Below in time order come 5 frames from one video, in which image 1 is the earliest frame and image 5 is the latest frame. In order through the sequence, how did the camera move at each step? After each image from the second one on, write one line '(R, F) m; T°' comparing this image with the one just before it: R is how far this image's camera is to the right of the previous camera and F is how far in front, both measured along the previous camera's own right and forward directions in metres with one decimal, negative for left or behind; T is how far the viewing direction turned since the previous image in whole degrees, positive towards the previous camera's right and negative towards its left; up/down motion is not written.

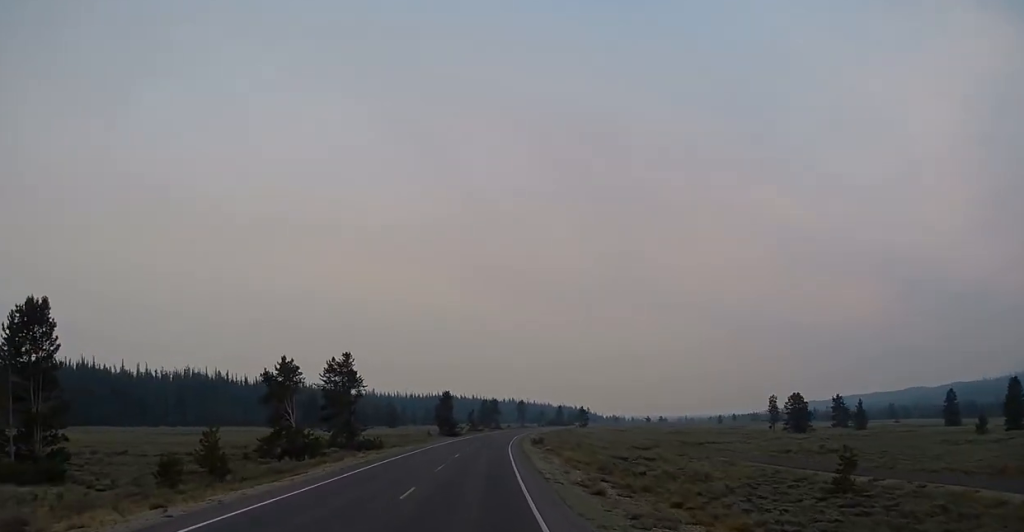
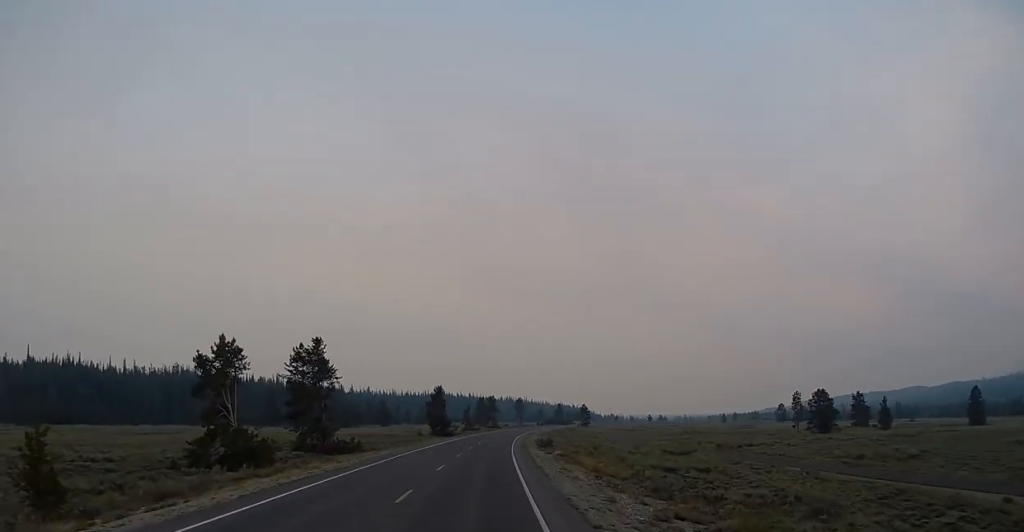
(+0.1, +13.6) m; +1°
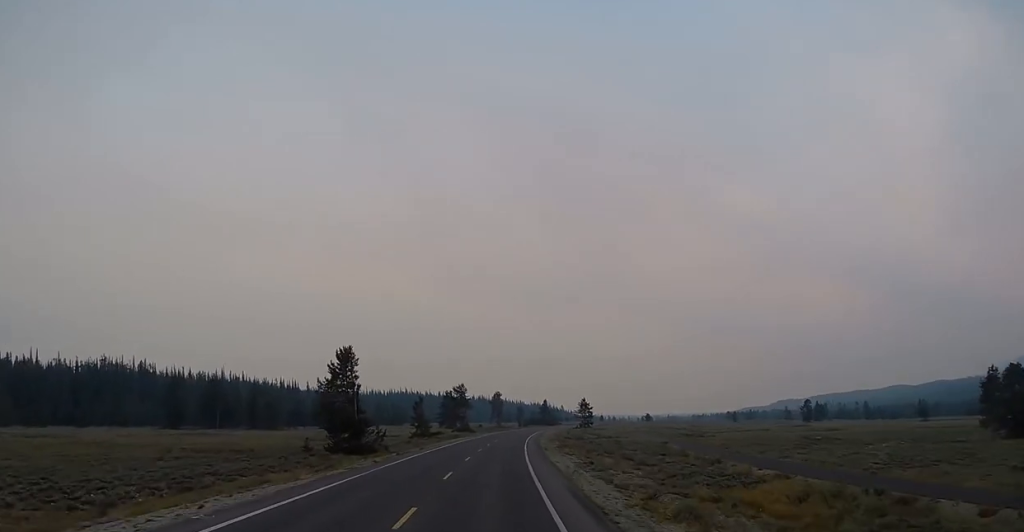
(+2.0, +65.5) m; +2°
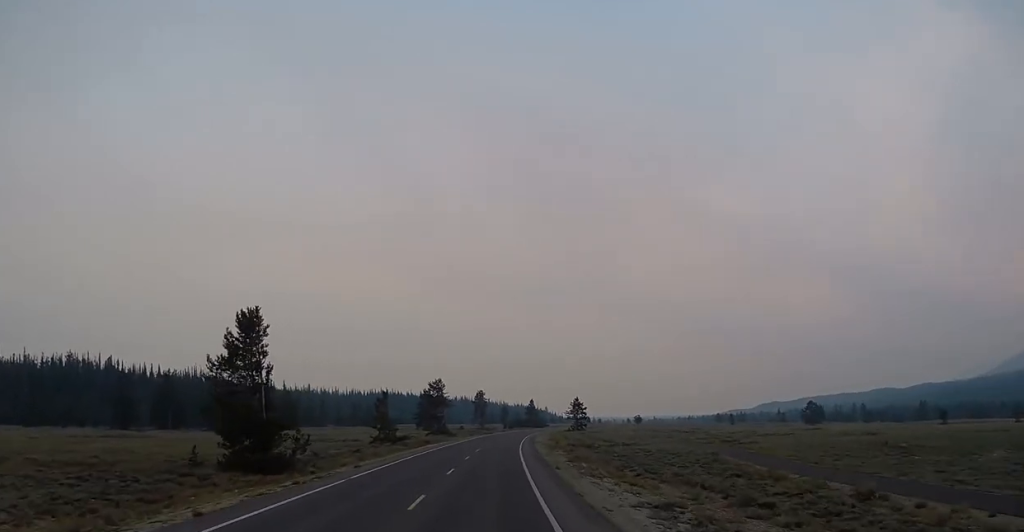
(+0.2, +20.7) m; +1°
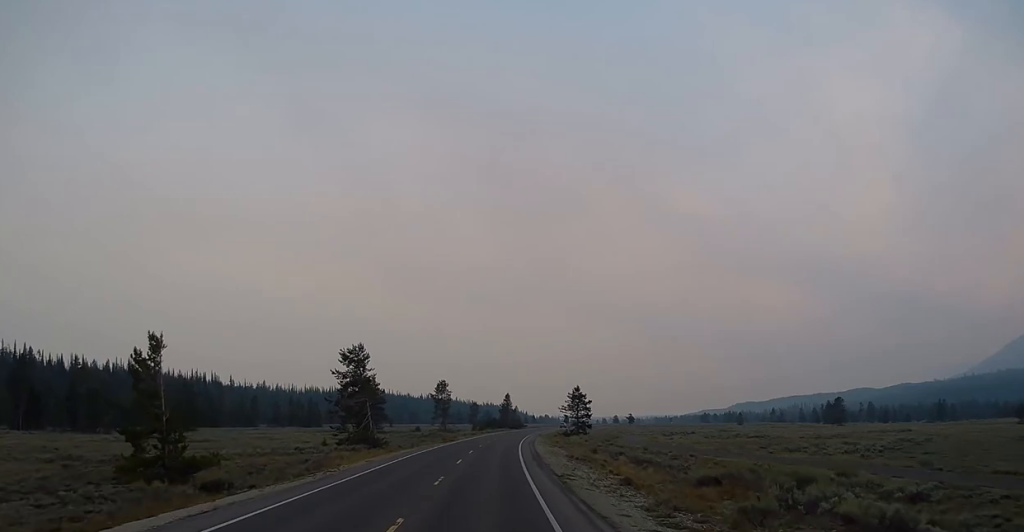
(+0.9, +52.3) m; +3°
